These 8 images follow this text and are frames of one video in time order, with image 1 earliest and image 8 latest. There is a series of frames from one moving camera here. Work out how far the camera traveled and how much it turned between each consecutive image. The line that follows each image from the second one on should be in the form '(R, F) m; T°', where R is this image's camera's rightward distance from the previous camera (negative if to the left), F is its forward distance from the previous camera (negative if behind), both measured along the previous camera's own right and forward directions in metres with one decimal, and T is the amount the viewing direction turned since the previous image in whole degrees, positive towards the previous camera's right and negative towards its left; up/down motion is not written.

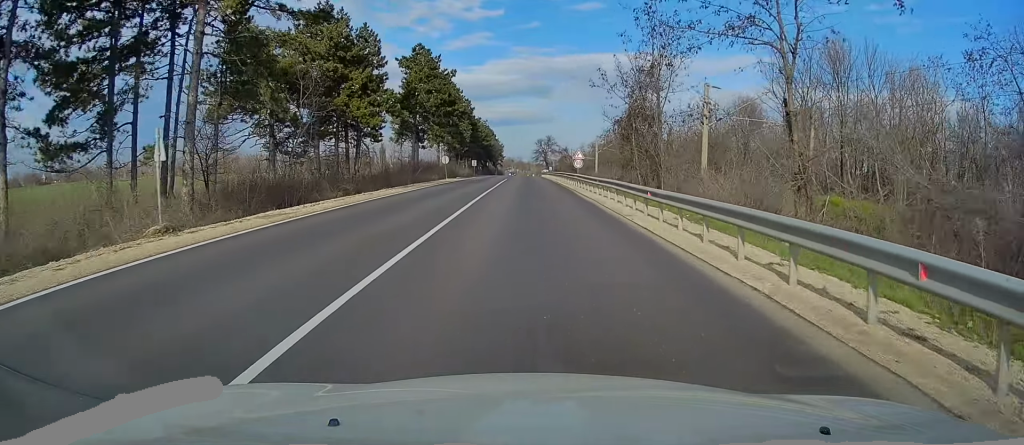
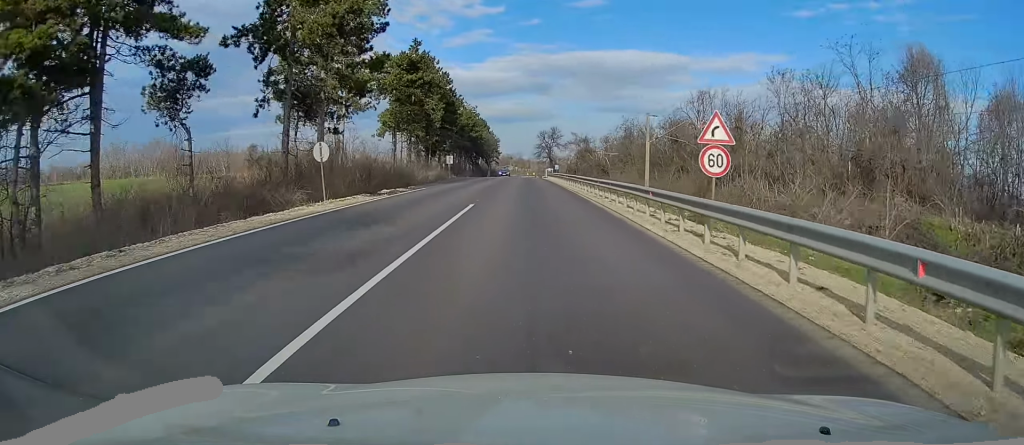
(-0.3, +35.8) m; -1°
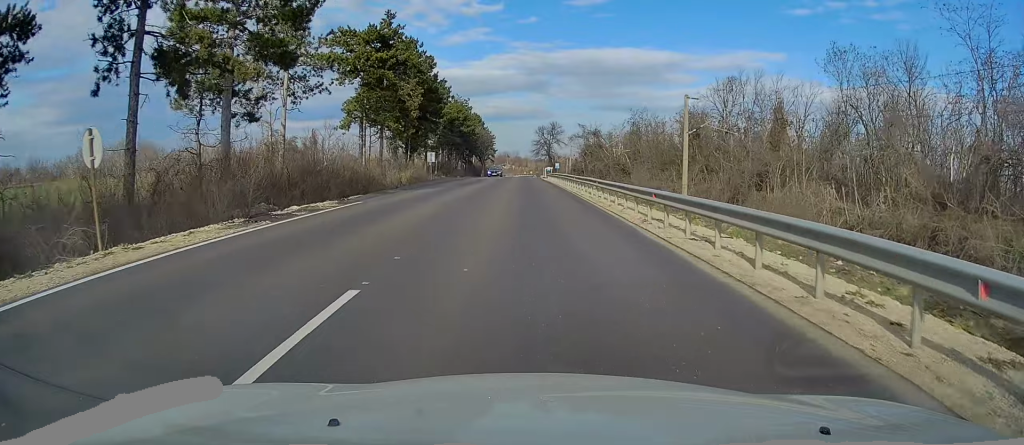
(0.0, +12.9) m; 0°
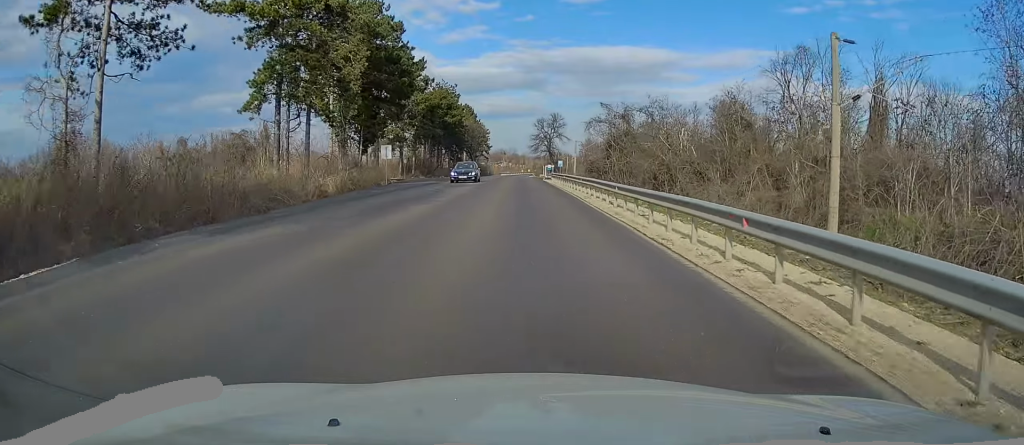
(0.0, +19.3) m; 0°
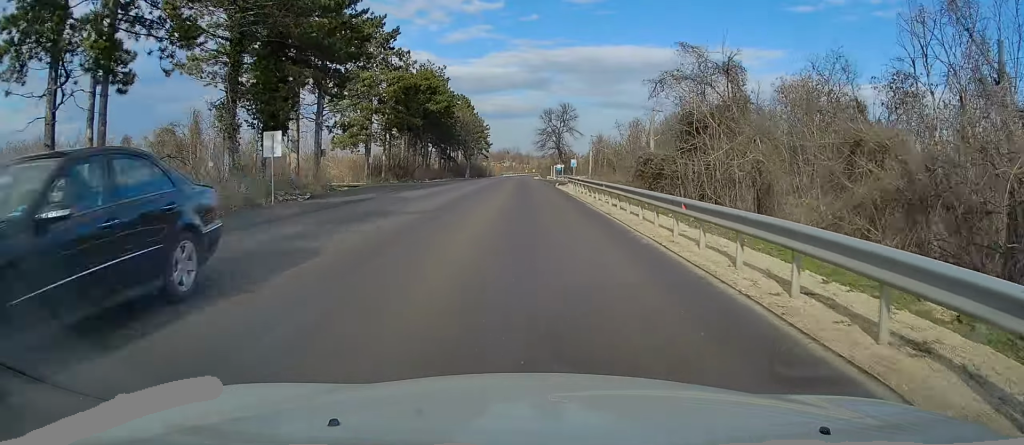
(0.0, +20.6) m; 0°
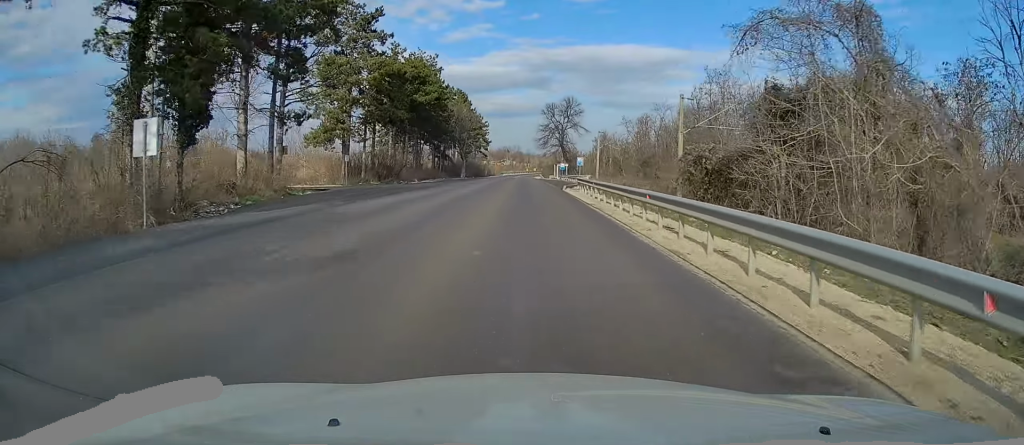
(0.0, +8.5) m; 0°
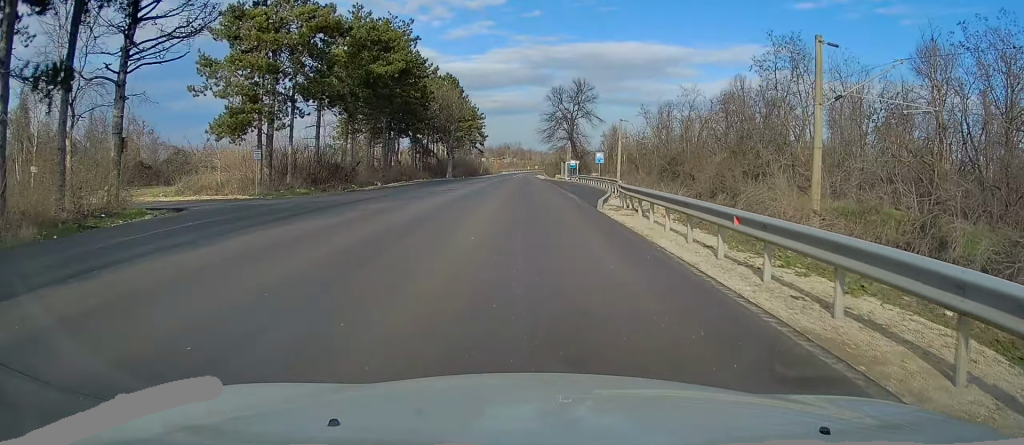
(0.0, +18.4) m; 0°
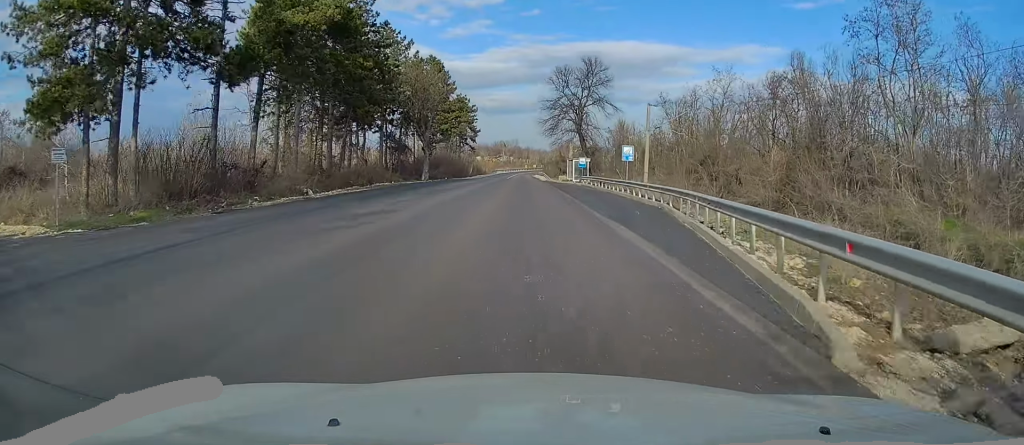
(0.0, +16.6) m; 0°
